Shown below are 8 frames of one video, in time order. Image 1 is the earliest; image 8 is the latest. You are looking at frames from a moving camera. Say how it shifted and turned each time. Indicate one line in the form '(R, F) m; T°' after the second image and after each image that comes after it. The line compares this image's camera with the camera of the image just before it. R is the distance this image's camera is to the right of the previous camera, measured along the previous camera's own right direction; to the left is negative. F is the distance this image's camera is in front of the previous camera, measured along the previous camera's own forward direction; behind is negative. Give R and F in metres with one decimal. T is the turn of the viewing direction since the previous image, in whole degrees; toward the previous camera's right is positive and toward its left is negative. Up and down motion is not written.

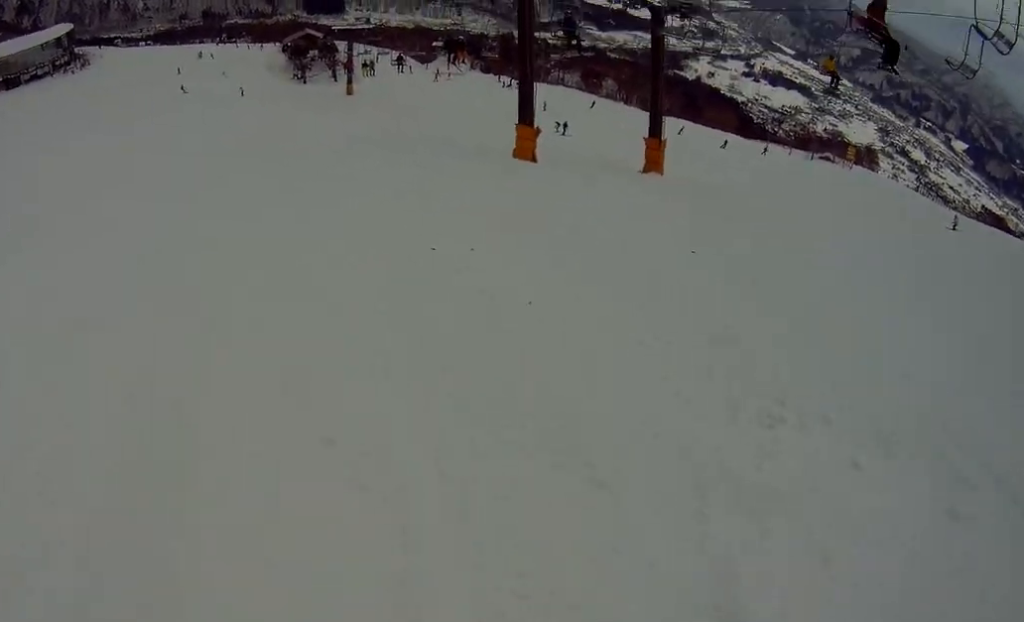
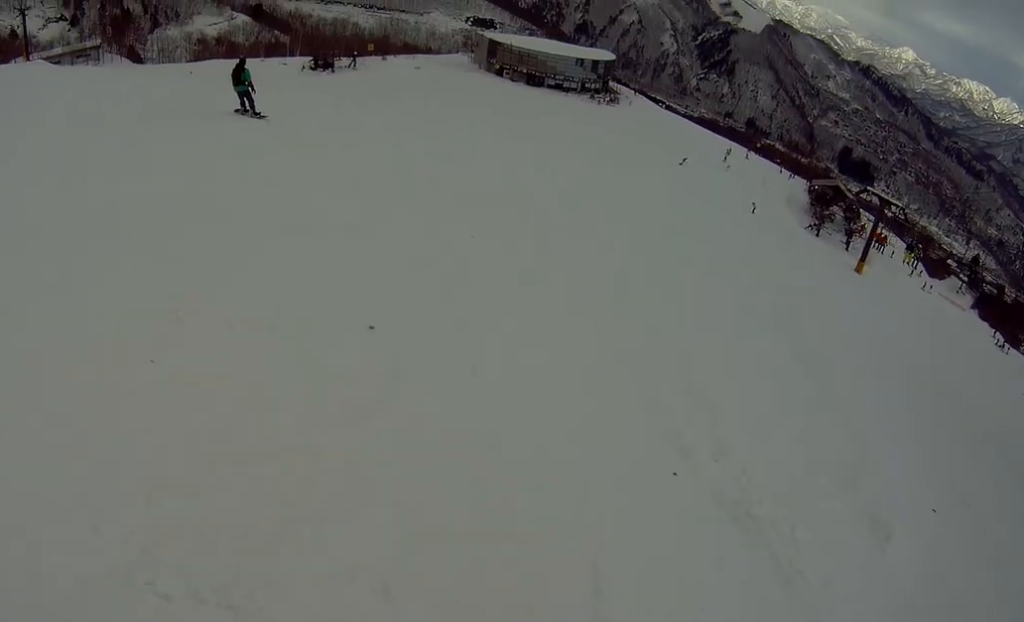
(-1.4, +11.7) m; -4°
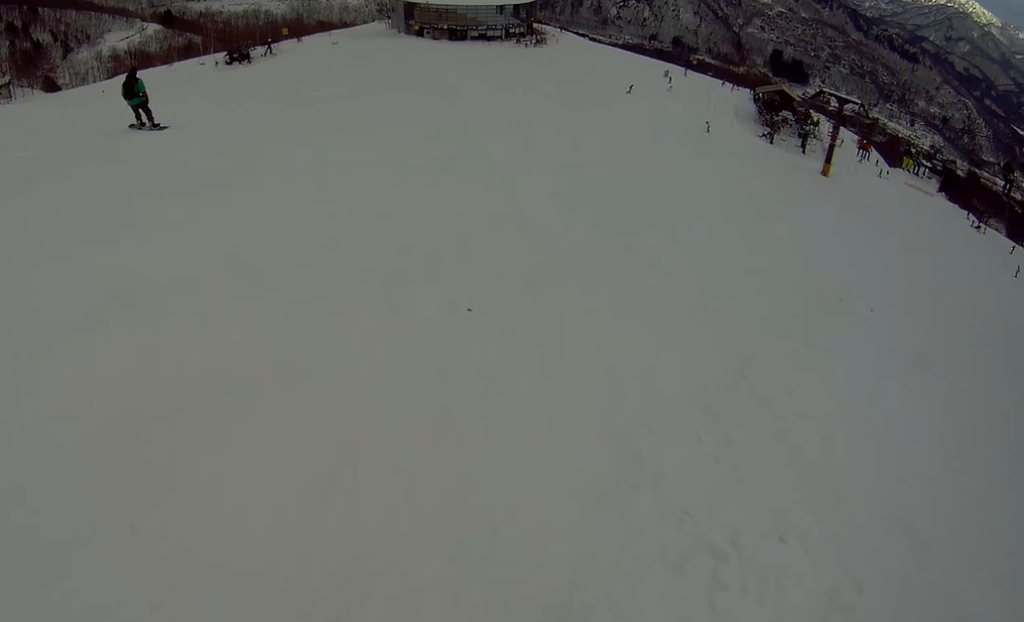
(-0.2, +4.3) m; +5°
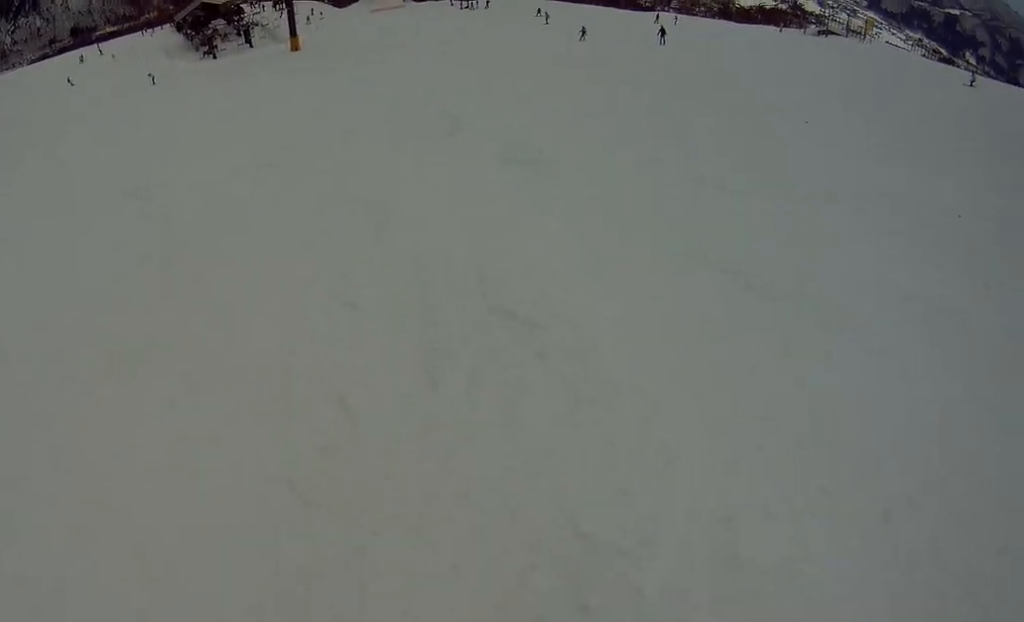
(+3.5, +11.0) m; +28°
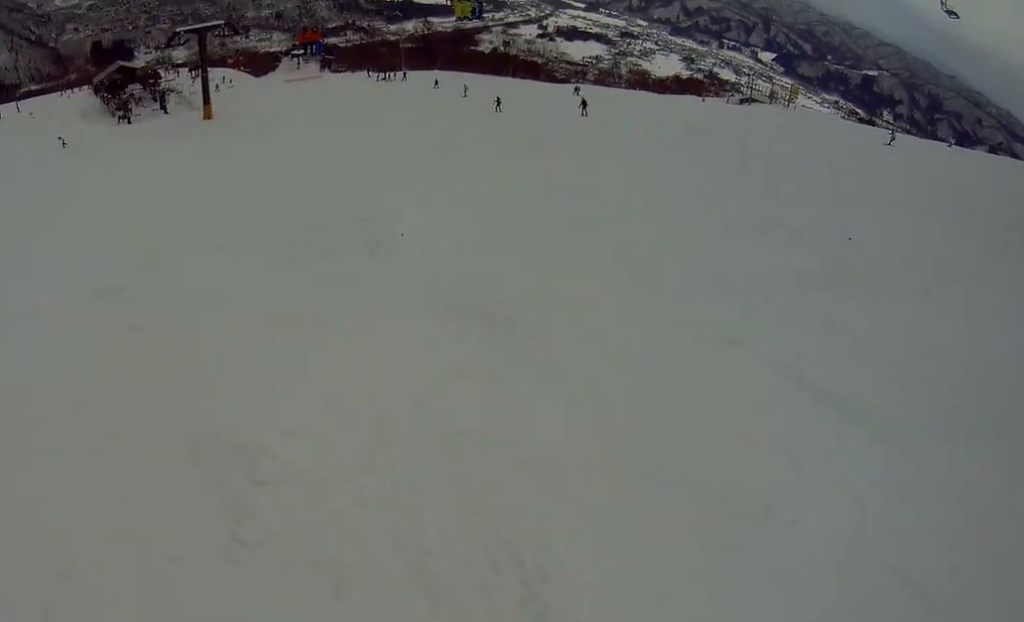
(+0.3, +2.9) m; +4°
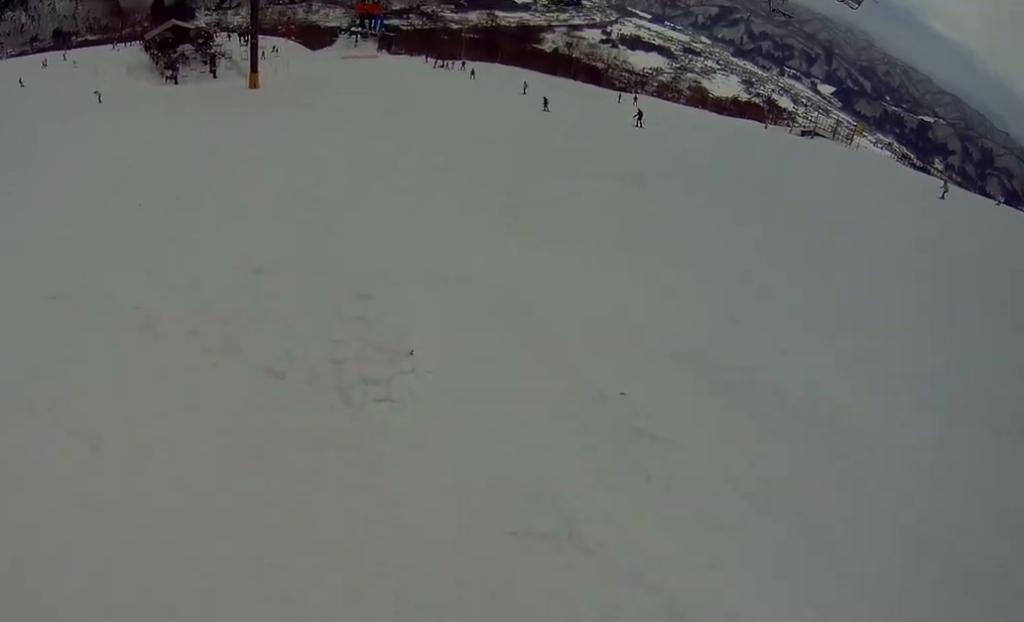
(-0.1, +3.0) m; -9°
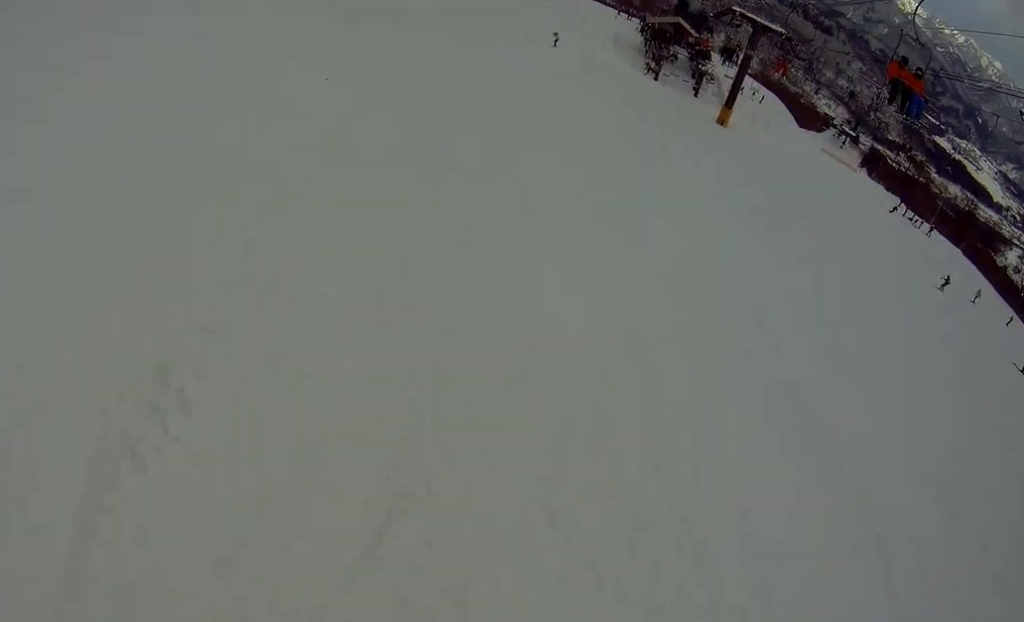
(-1.4, +6.5) m; -19°
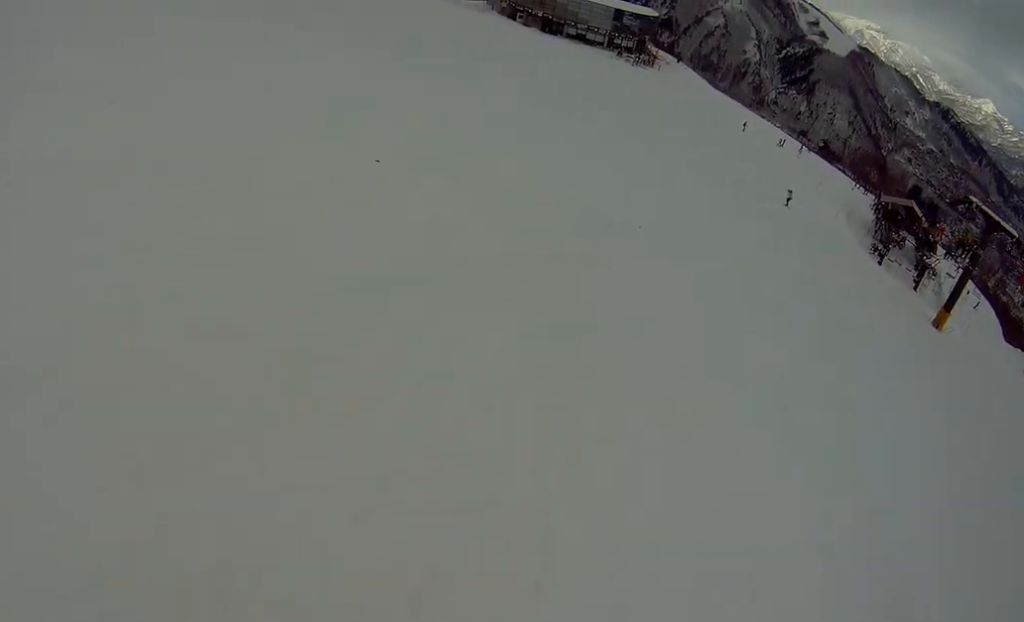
(-0.3, +3.1) m; -6°
